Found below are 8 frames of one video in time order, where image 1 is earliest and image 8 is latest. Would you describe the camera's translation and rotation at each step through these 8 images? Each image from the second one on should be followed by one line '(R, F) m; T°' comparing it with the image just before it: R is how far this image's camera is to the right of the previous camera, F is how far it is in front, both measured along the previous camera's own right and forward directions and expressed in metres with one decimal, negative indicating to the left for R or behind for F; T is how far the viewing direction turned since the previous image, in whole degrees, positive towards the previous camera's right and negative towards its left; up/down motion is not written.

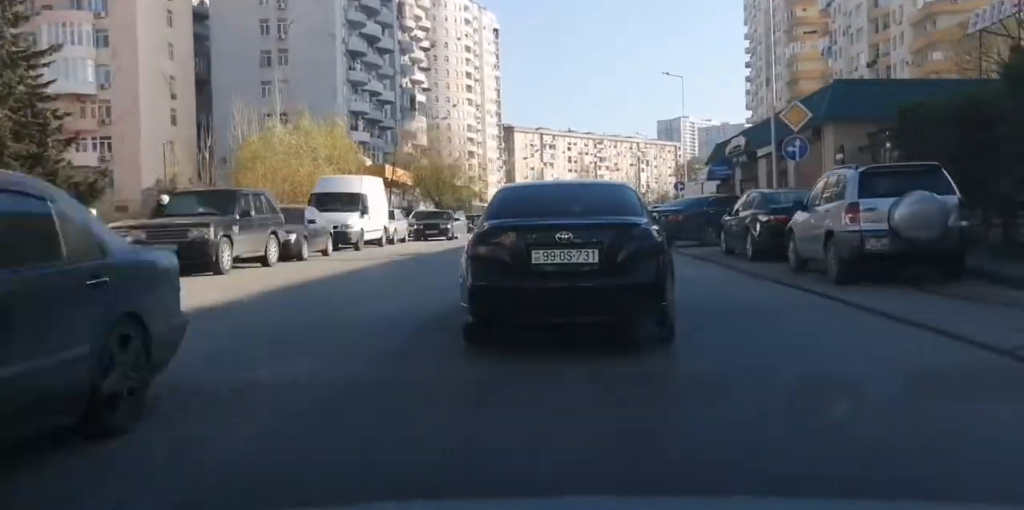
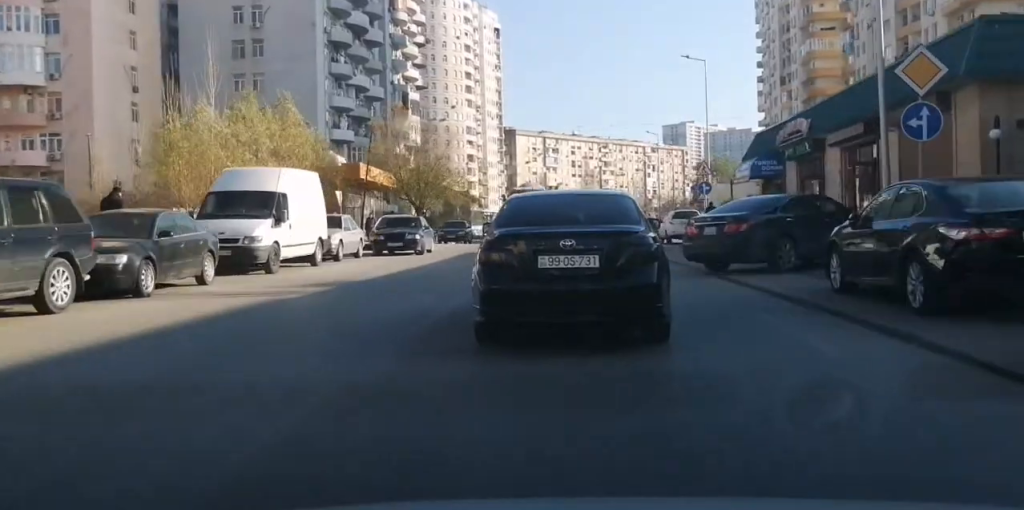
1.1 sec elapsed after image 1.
(+0.1, +10.0) m; -1°
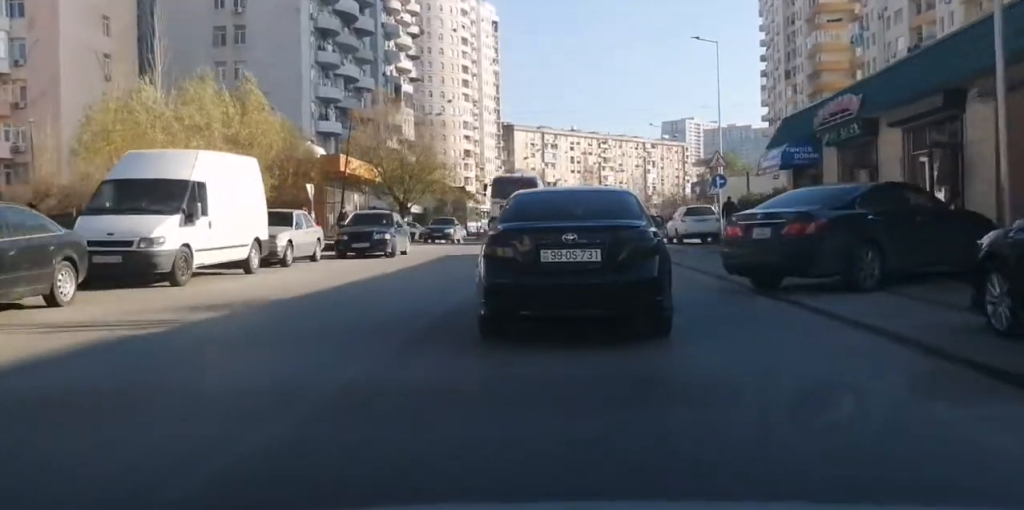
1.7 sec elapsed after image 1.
(-0.1, +5.3) m; -1°
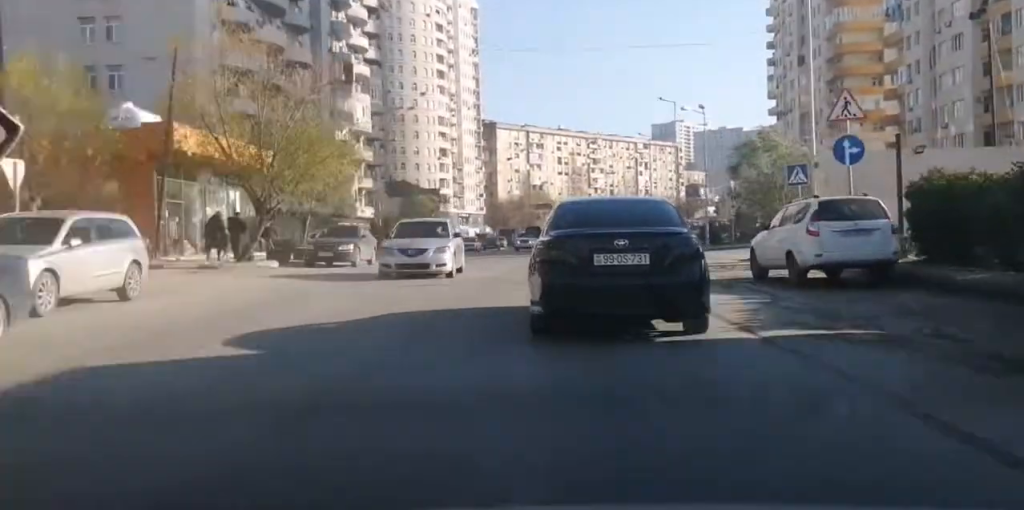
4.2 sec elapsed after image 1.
(0.0, +23.2) m; +2°
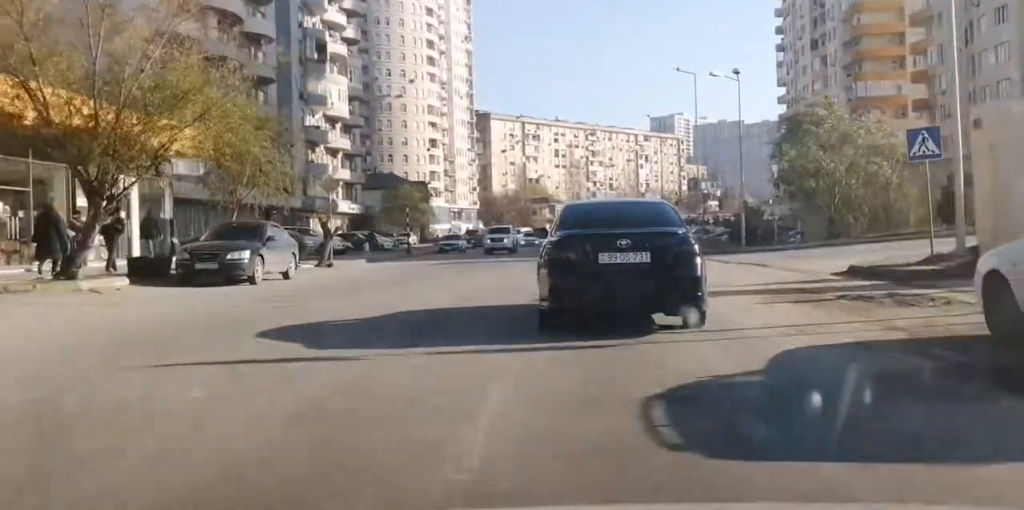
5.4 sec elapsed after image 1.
(0.0, +10.9) m; -2°
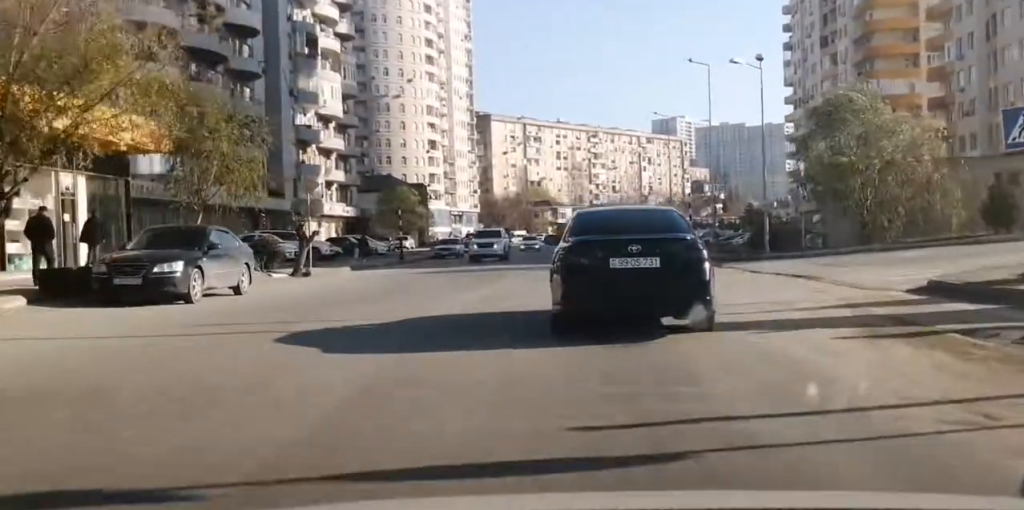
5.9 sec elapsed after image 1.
(-0.2, +4.1) m; 0°
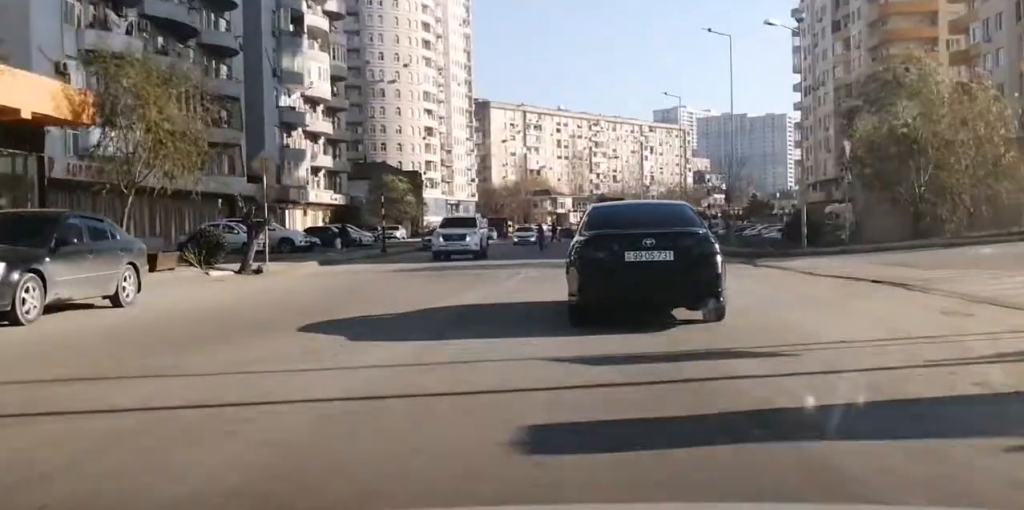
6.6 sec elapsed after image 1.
(-0.1, +5.6) m; 0°
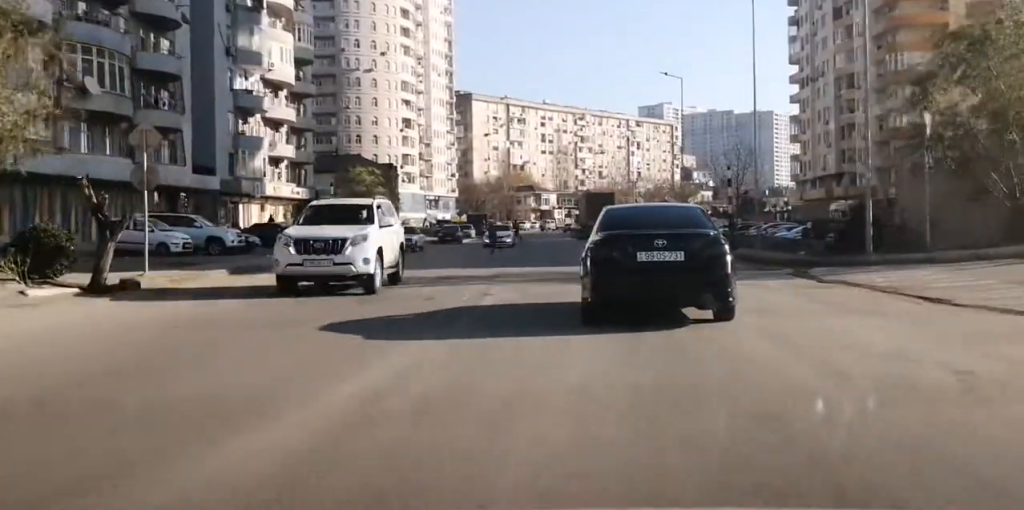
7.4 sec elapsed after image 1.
(+0.3, +7.7) m; 0°
